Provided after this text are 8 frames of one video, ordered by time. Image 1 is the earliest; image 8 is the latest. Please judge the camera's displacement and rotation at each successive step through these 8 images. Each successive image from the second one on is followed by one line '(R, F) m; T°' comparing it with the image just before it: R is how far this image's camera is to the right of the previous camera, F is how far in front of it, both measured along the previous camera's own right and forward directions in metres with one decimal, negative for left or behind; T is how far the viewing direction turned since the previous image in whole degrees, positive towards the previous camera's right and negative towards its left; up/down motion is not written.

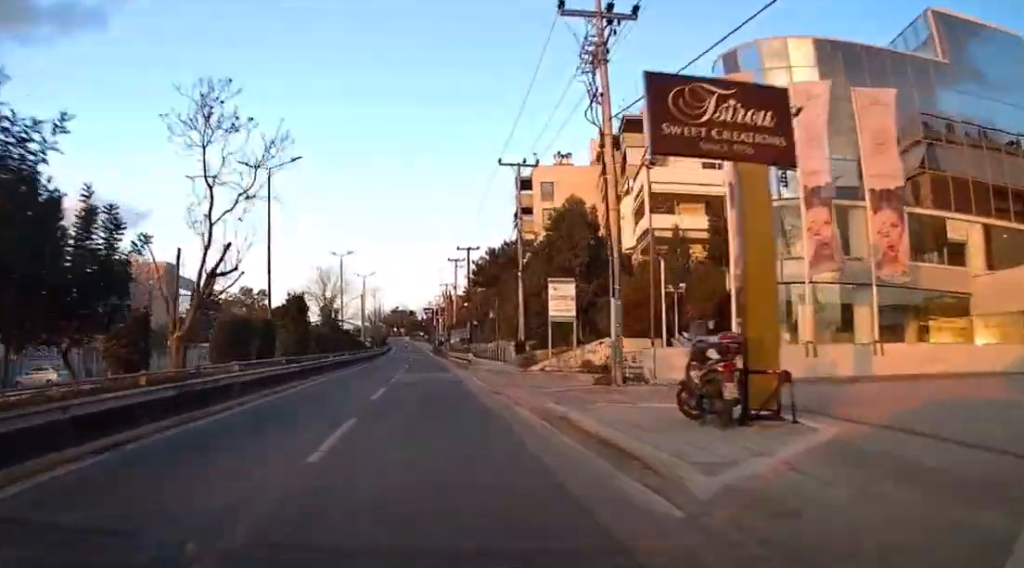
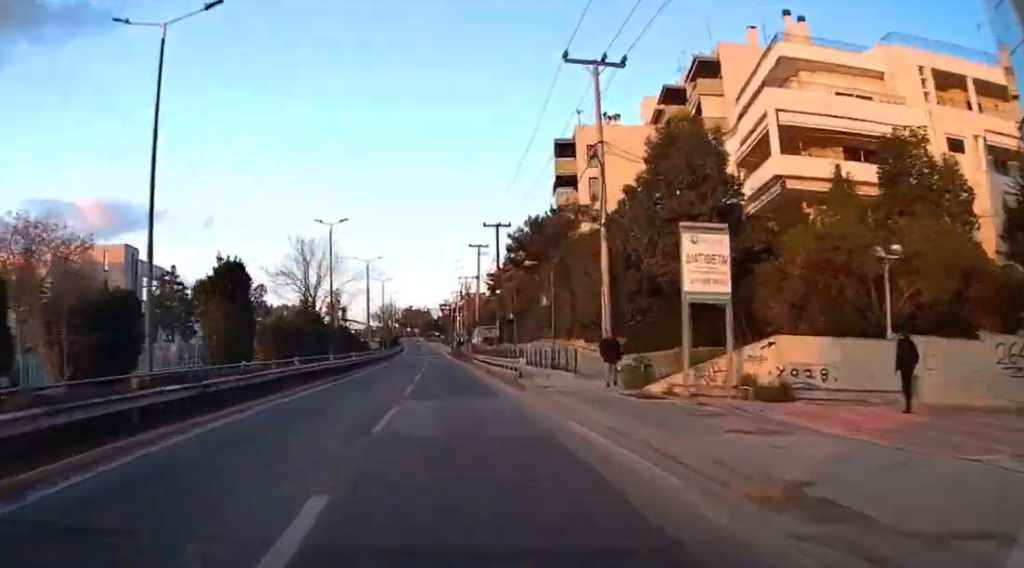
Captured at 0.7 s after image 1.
(-0.1, +18.0) m; 0°
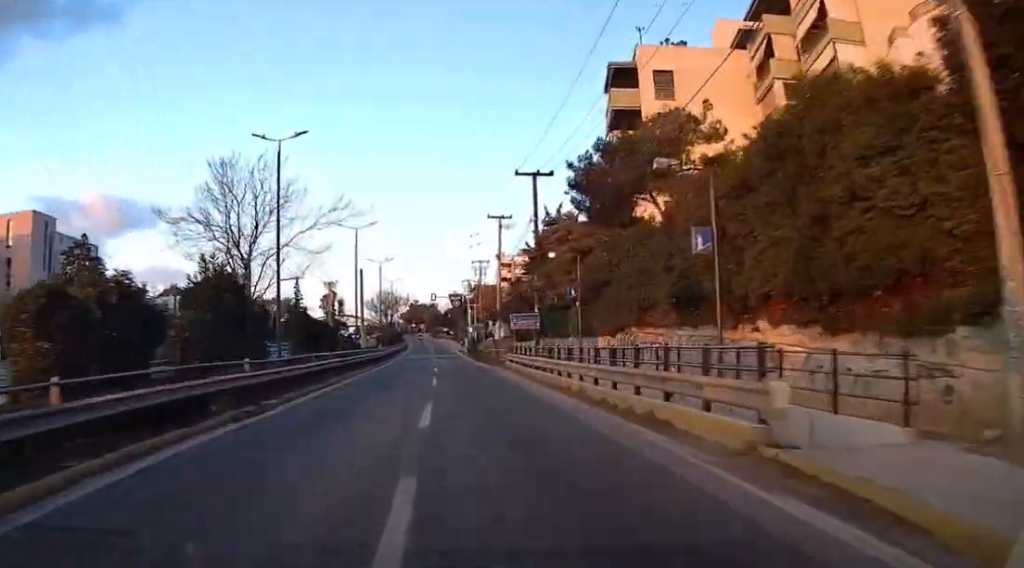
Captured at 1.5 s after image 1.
(-0.1, +19.8) m; -1°
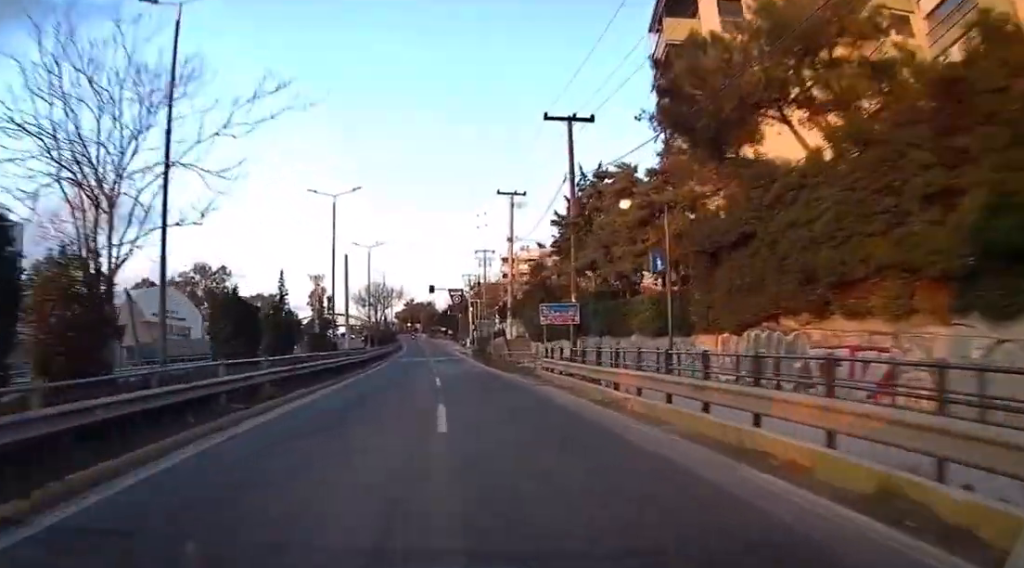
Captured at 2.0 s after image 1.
(0.0, +13.0) m; 0°
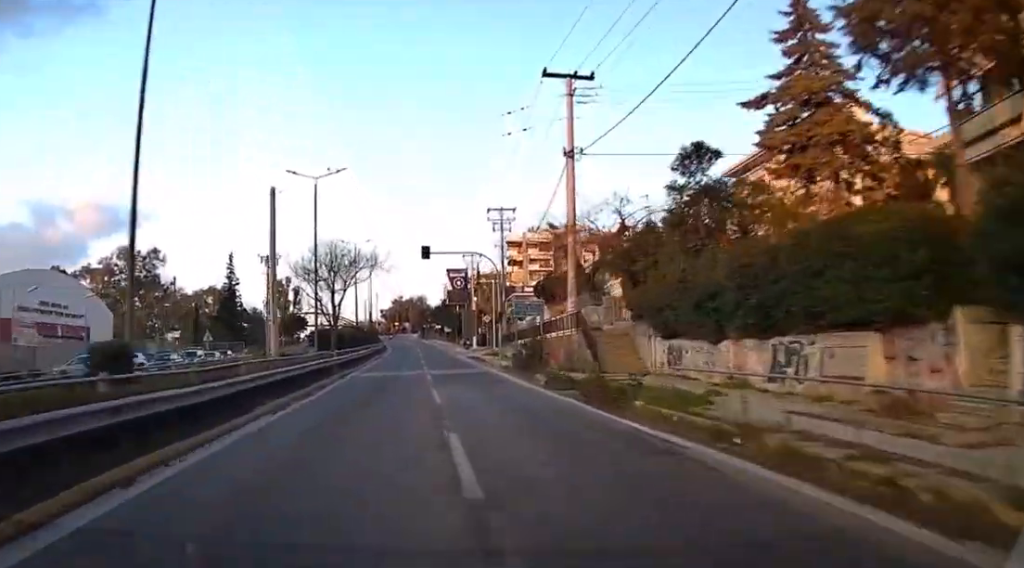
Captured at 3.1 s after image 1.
(-0.2, +30.5) m; 0°
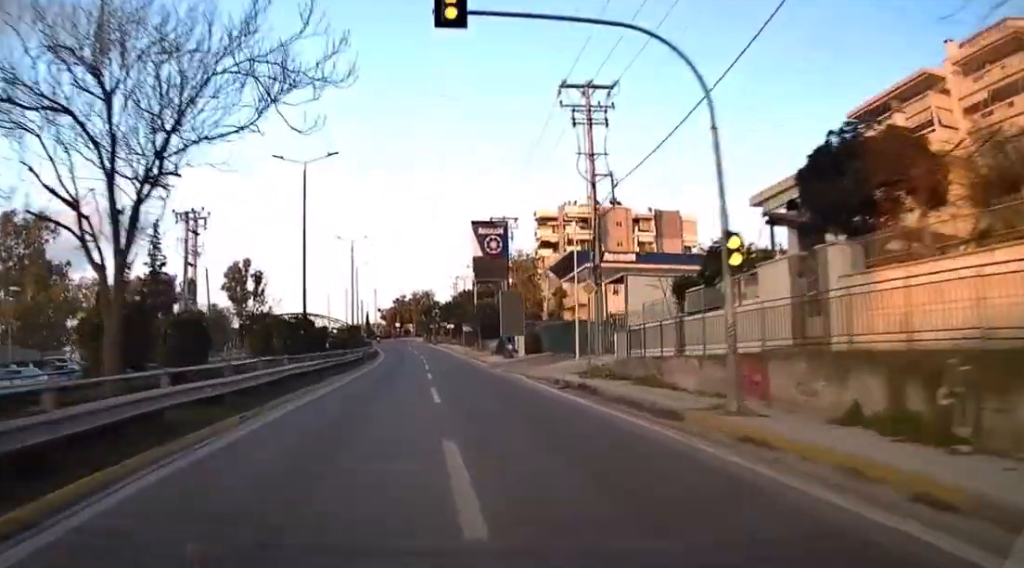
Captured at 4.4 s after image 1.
(+0.5, +34.2) m; +1°
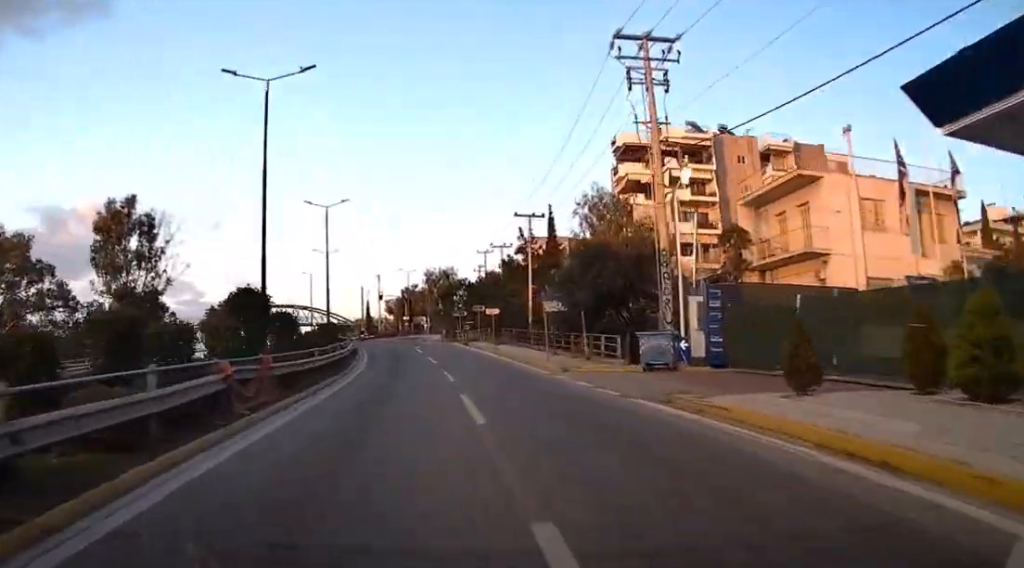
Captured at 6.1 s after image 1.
(-0.2, +43.7) m; -1°
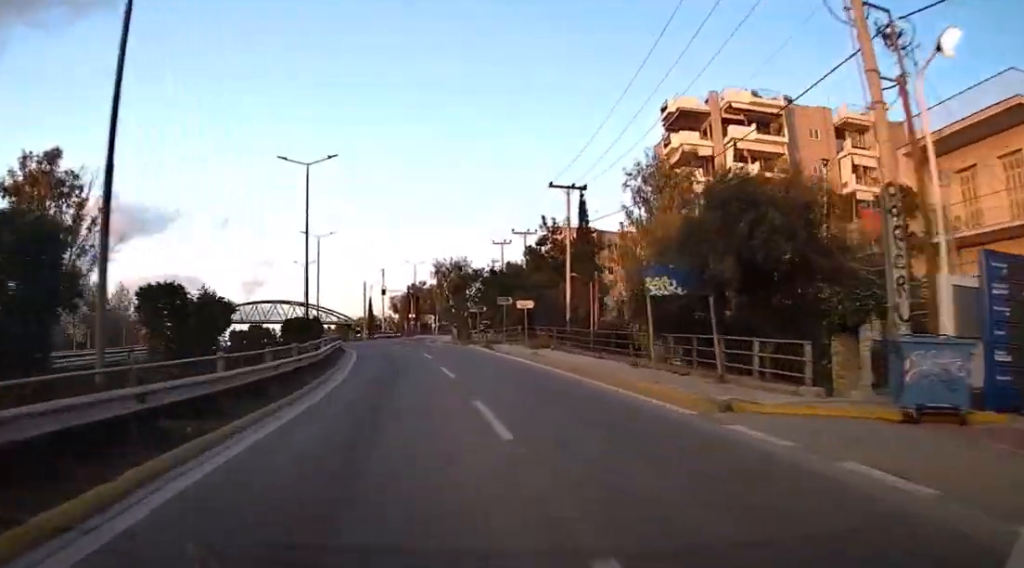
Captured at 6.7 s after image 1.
(0.0, +14.2) m; 0°
